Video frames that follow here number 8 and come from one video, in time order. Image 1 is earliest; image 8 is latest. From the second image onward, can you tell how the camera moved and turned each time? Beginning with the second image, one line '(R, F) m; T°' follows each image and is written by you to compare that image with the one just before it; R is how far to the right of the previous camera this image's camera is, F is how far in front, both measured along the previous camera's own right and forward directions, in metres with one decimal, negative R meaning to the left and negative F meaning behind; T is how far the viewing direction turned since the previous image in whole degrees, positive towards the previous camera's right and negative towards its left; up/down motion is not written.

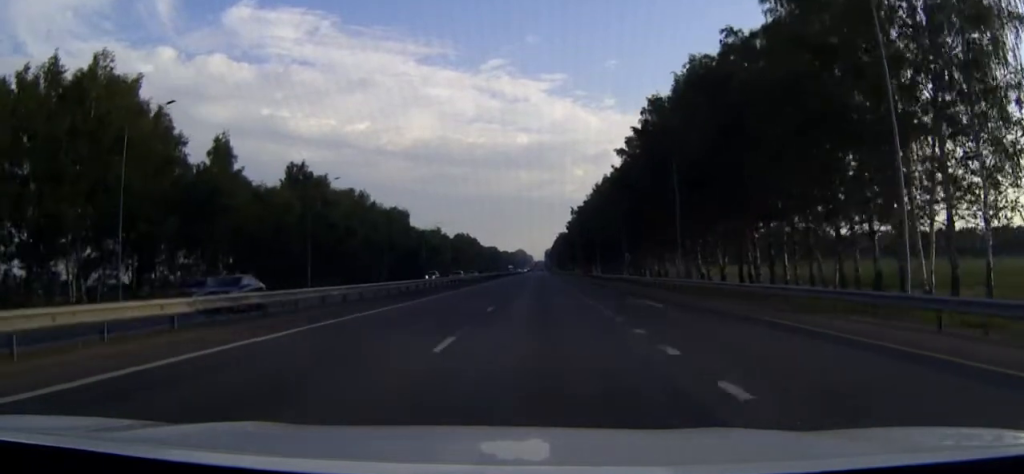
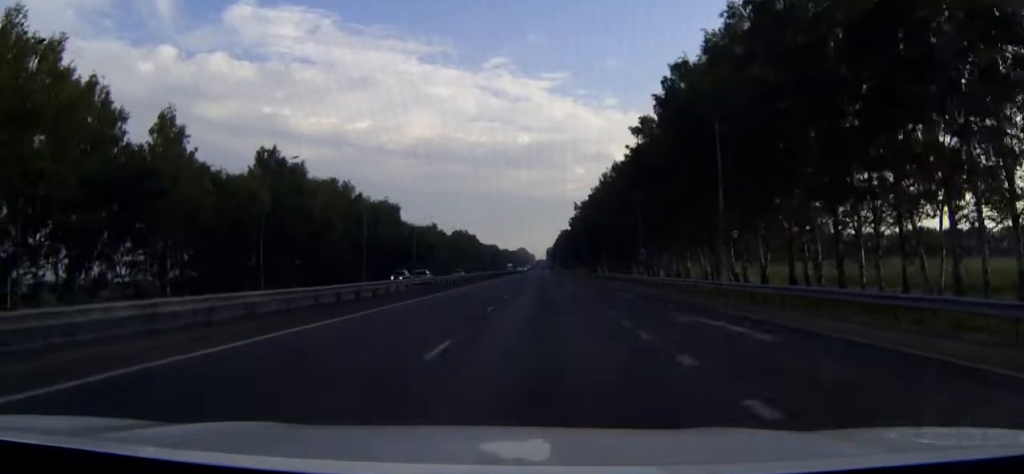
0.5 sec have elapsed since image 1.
(0.0, +13.0) m; 0°
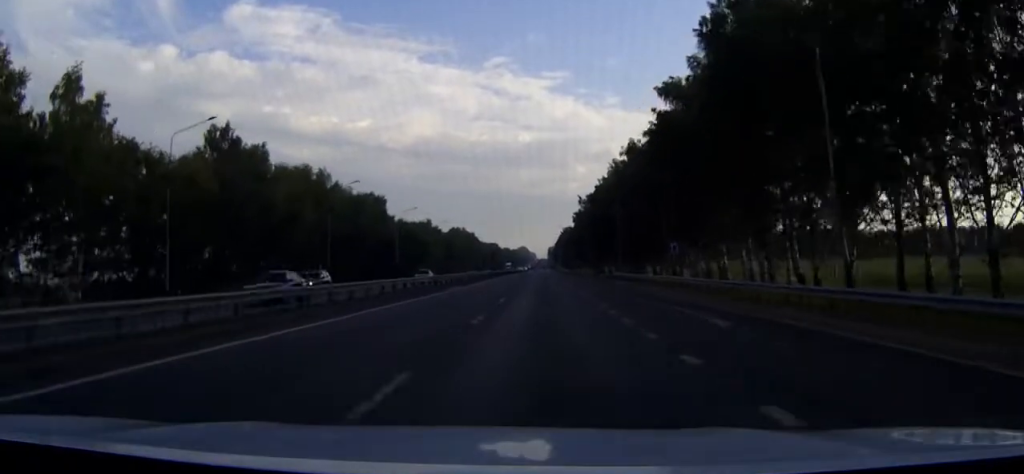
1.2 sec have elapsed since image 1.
(0.0, +16.4) m; 0°
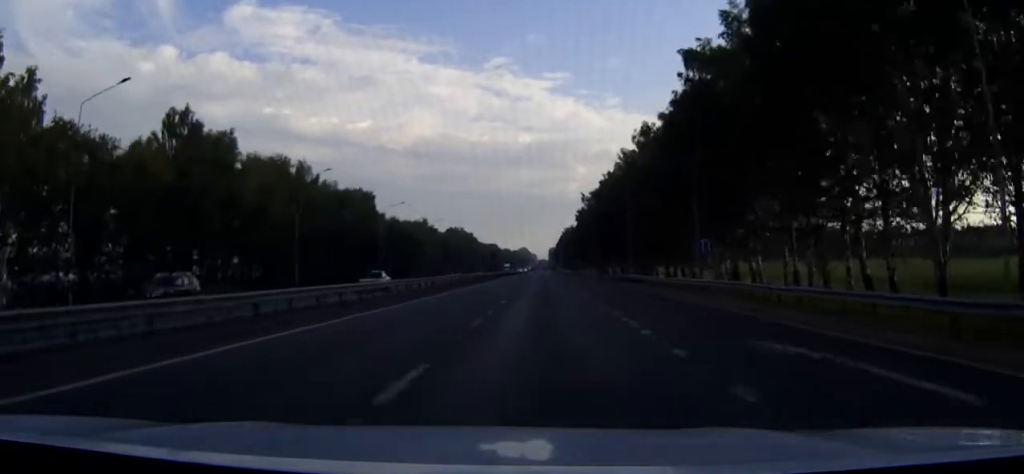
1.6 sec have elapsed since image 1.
(0.0, +10.7) m; 0°
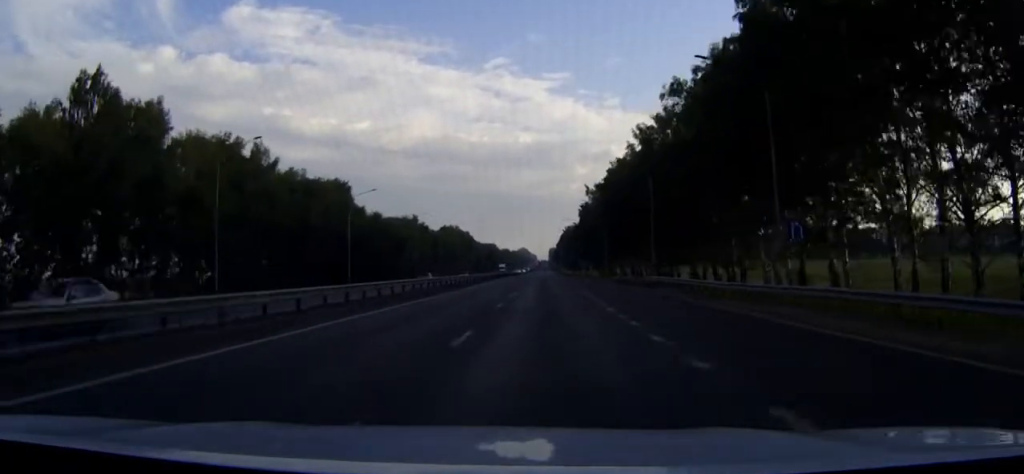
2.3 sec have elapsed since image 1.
(0.0, +17.4) m; 0°
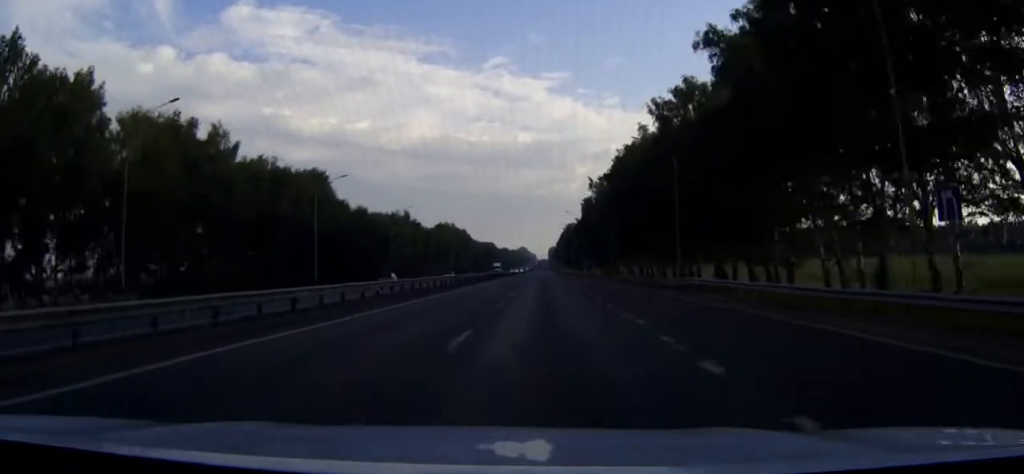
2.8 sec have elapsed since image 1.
(0.0, +12.5) m; 0°
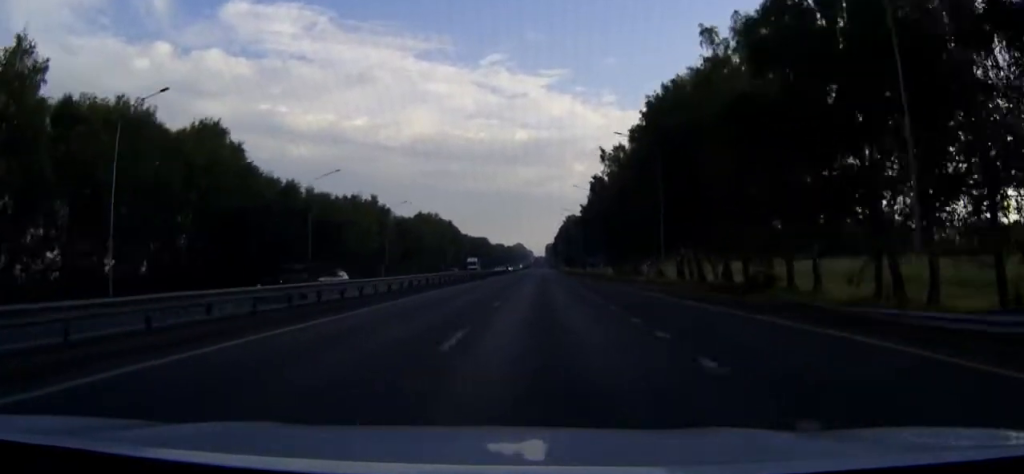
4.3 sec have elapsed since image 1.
(0.0, +36.2) m; 0°
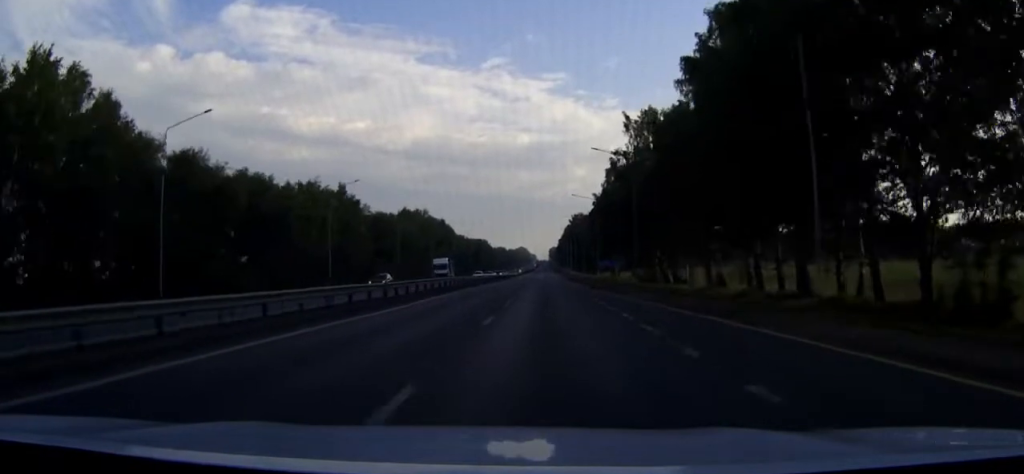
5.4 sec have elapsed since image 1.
(0.0, +29.8) m; 0°
